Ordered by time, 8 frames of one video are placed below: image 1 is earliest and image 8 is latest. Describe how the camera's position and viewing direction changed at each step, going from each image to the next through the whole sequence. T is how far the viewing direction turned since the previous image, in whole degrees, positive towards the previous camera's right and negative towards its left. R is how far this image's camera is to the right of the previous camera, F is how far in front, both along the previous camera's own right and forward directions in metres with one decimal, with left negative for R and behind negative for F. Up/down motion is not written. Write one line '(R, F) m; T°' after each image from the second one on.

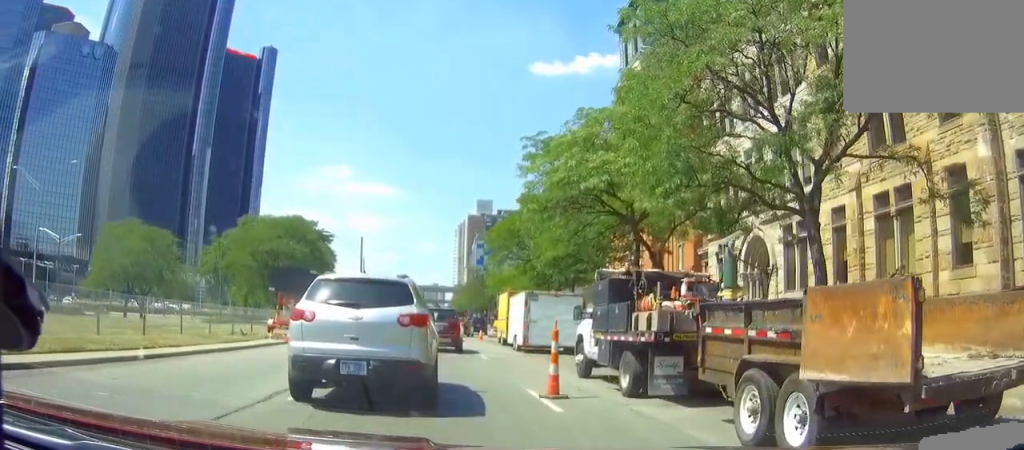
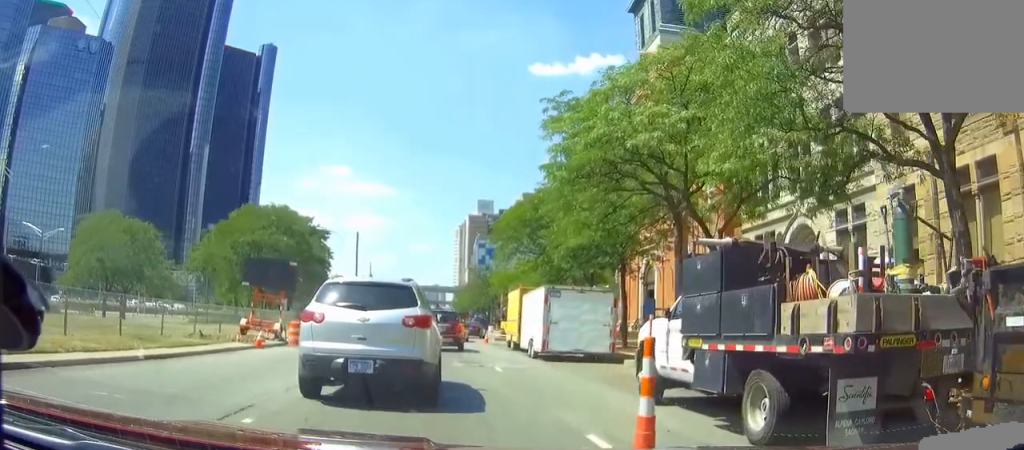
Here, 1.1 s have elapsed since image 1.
(0.0, +5.5) m; 0°
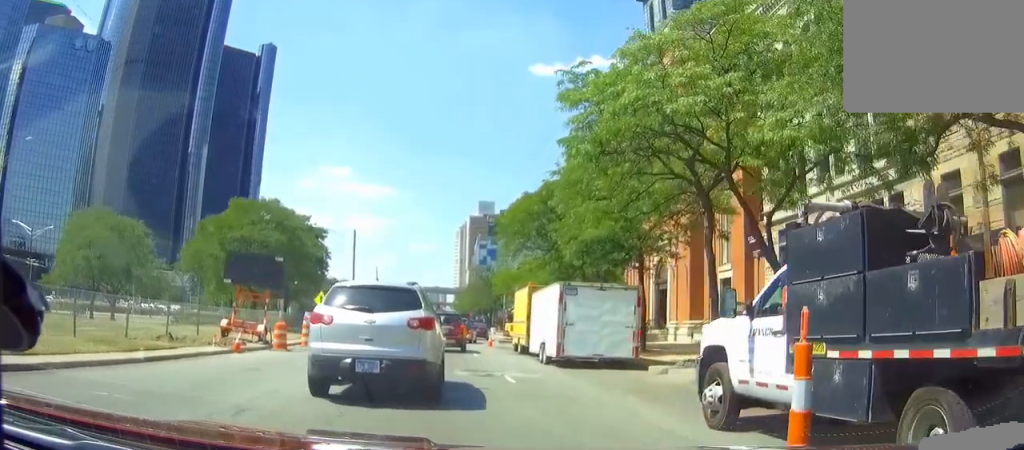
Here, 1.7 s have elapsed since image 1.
(0.0, +3.0) m; 0°
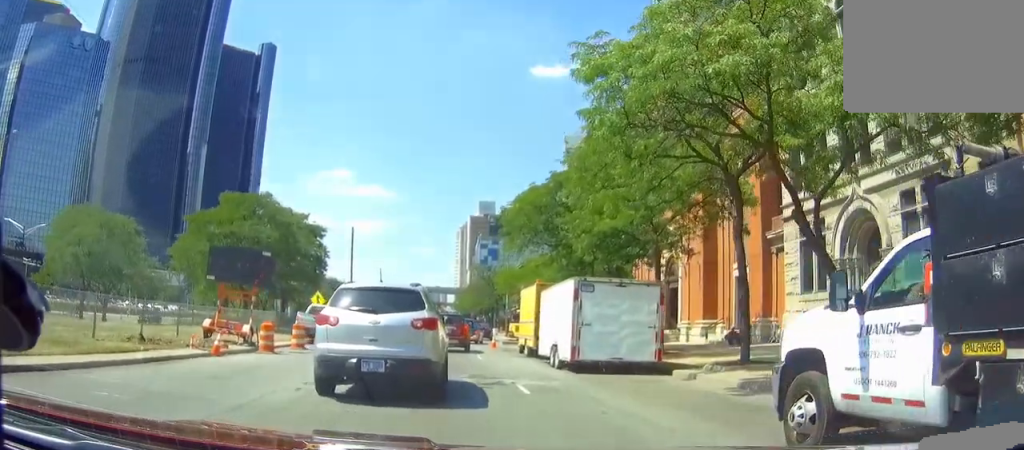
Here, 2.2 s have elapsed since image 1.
(0.0, +2.2) m; 0°
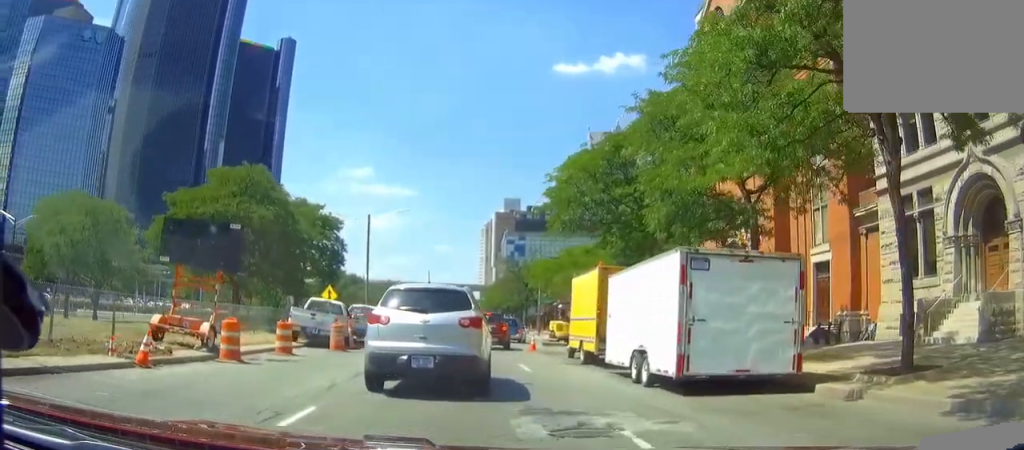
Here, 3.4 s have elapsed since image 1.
(0.0, +6.3) m; 0°
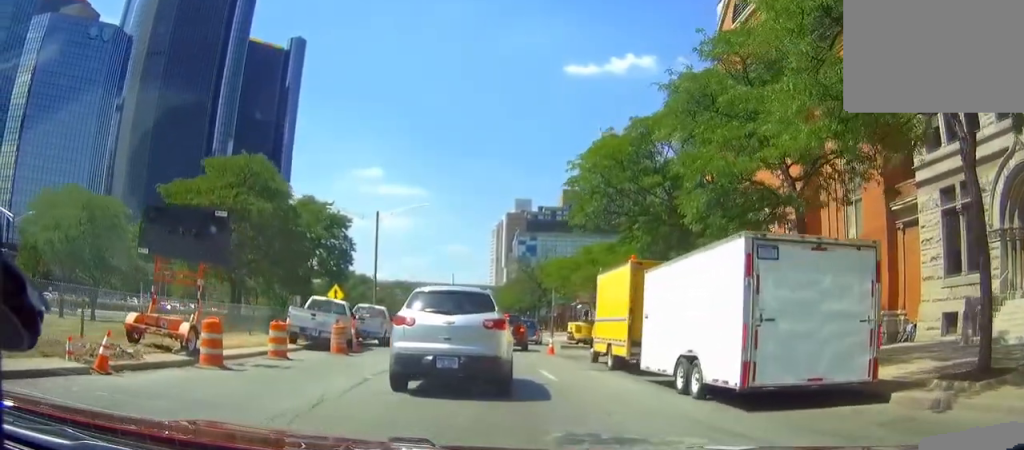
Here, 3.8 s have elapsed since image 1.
(0.0, +2.3) m; -1°
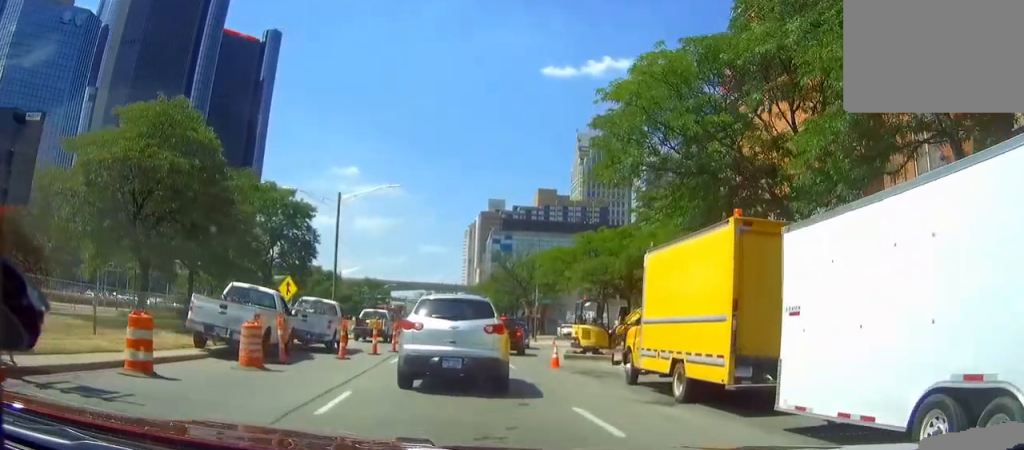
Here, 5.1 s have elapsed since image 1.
(-0.2, +7.8) m; -3°
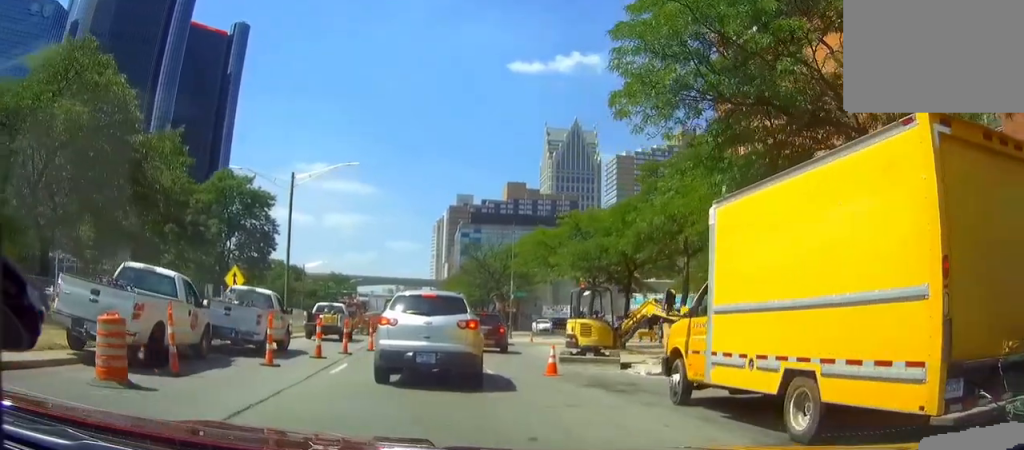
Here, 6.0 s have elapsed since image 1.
(0.0, +5.2) m; +1°
